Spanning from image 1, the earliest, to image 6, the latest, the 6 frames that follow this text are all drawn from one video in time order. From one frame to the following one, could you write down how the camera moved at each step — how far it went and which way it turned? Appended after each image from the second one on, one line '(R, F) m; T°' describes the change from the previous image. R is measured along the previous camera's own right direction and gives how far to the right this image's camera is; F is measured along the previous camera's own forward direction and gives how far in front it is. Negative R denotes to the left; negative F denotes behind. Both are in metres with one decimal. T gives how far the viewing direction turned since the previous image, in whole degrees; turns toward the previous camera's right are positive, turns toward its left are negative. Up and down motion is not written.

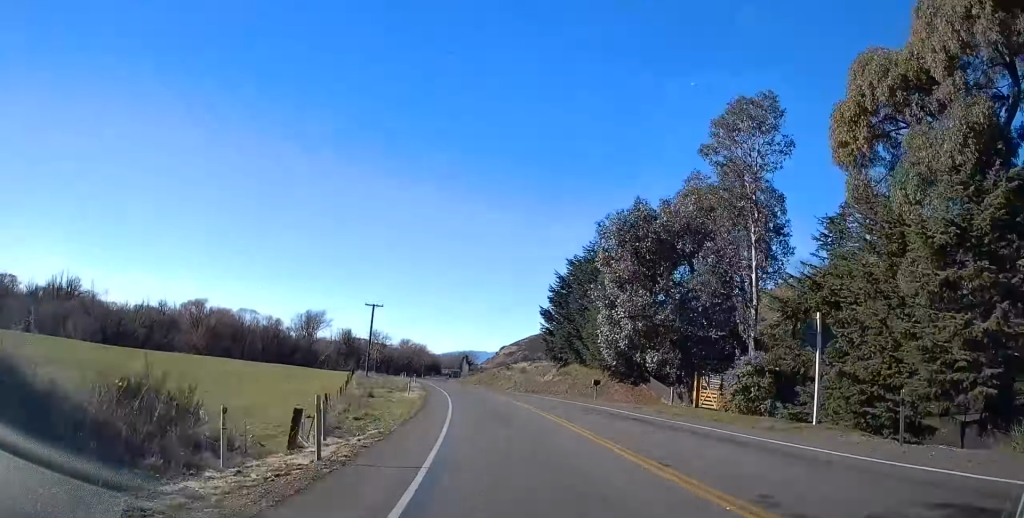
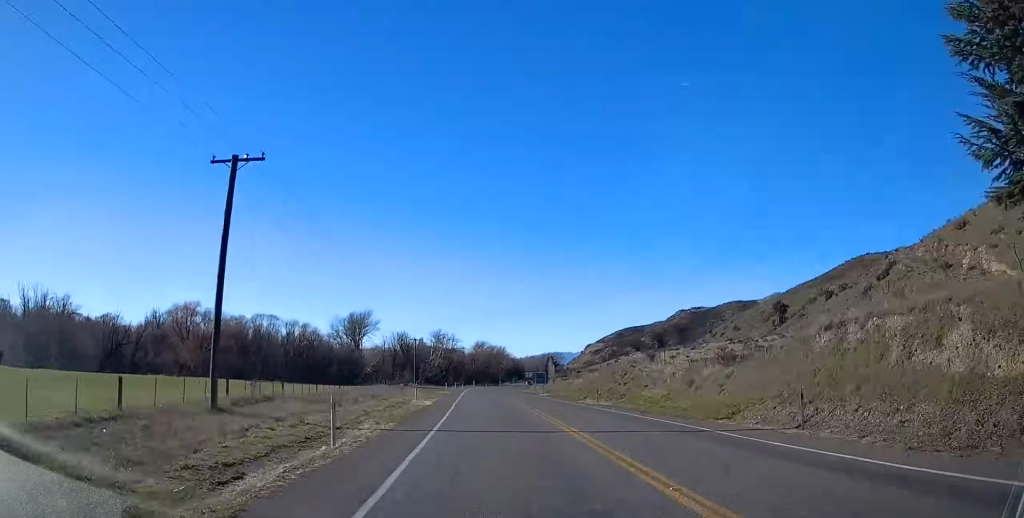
(-3.5, +54.0) m; -3°
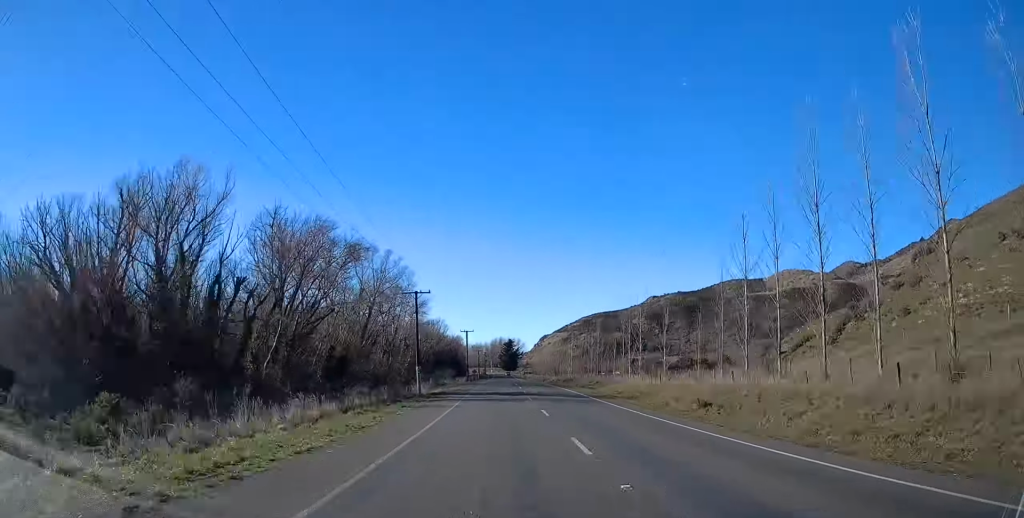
(-2.0, +260.3) m; +2°
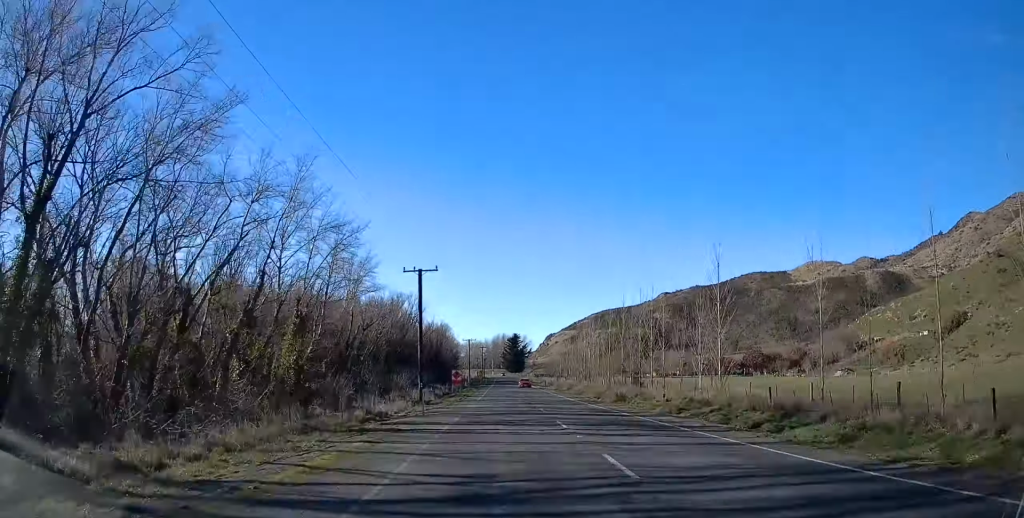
(+0.6, +72.3) m; 0°
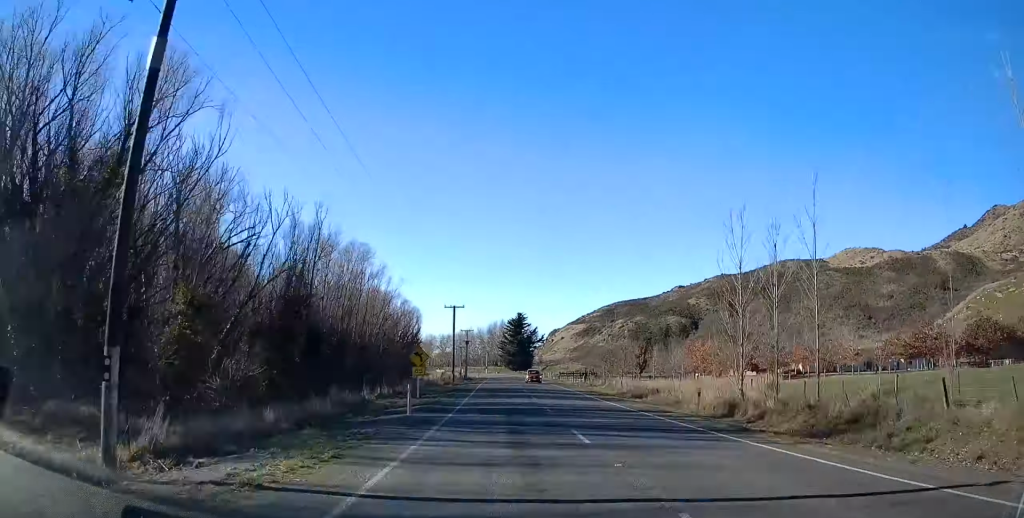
(0.0, +104.5) m; -1°
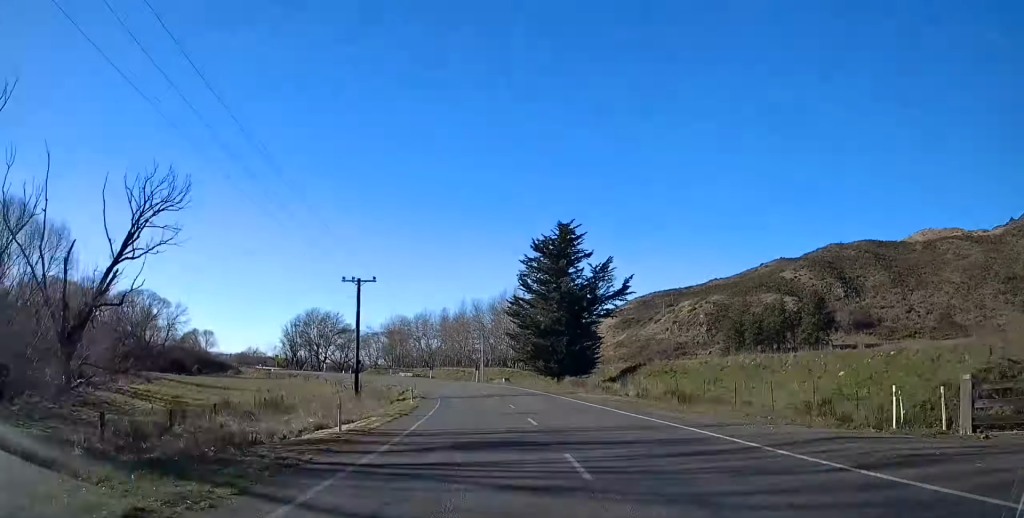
(-2.4, +133.0) m; -8°
